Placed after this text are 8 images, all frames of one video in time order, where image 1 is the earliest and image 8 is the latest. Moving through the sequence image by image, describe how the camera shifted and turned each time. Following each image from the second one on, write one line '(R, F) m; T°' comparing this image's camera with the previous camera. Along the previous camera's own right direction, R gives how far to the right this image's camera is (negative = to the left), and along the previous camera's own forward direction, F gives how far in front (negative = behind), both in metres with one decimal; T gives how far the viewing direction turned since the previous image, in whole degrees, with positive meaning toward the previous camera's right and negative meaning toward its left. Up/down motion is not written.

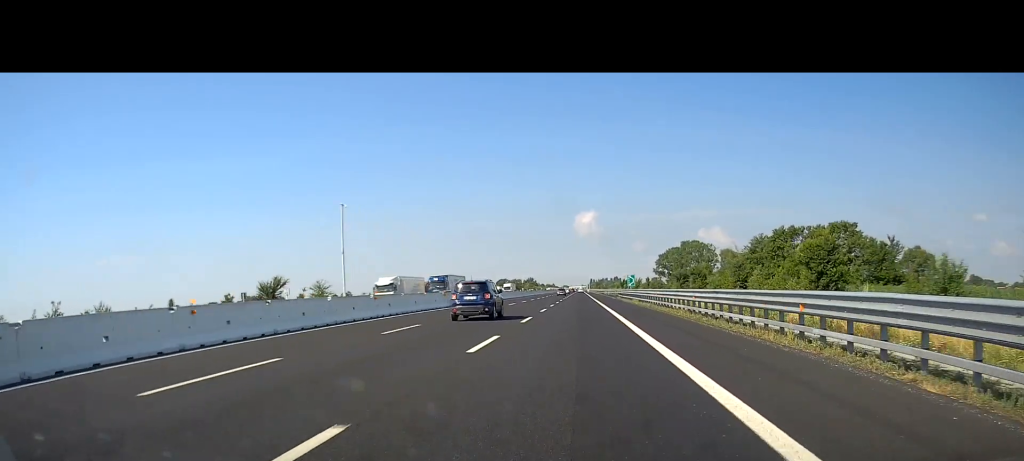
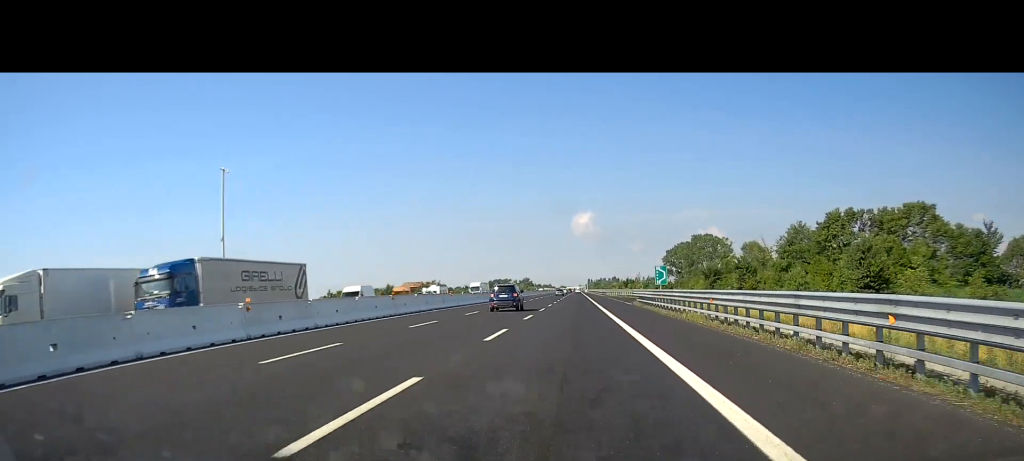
(0.0, +31.6) m; 0°
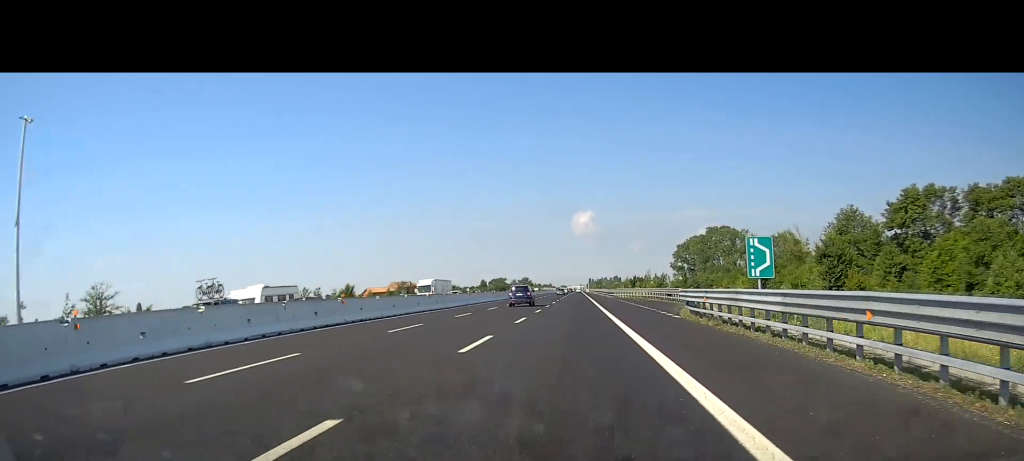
(-0.2, +26.4) m; 0°
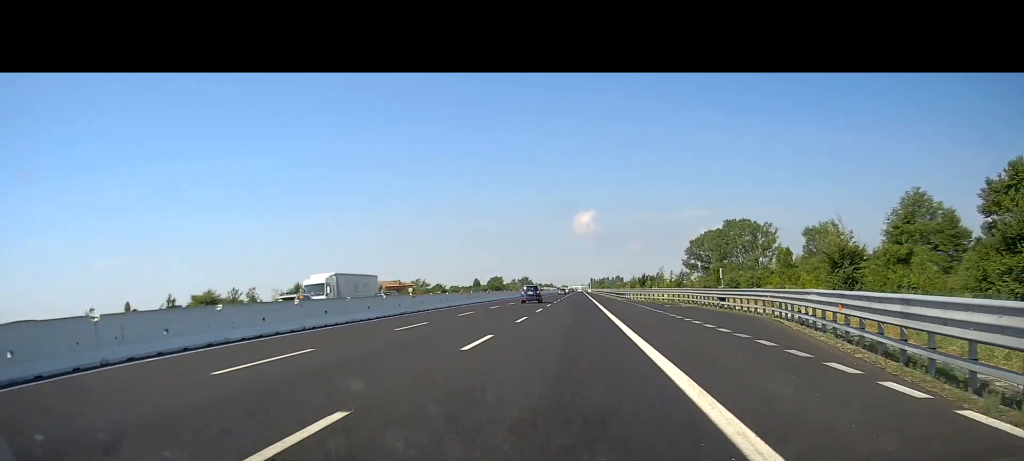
(-0.1, +22.8) m; 0°
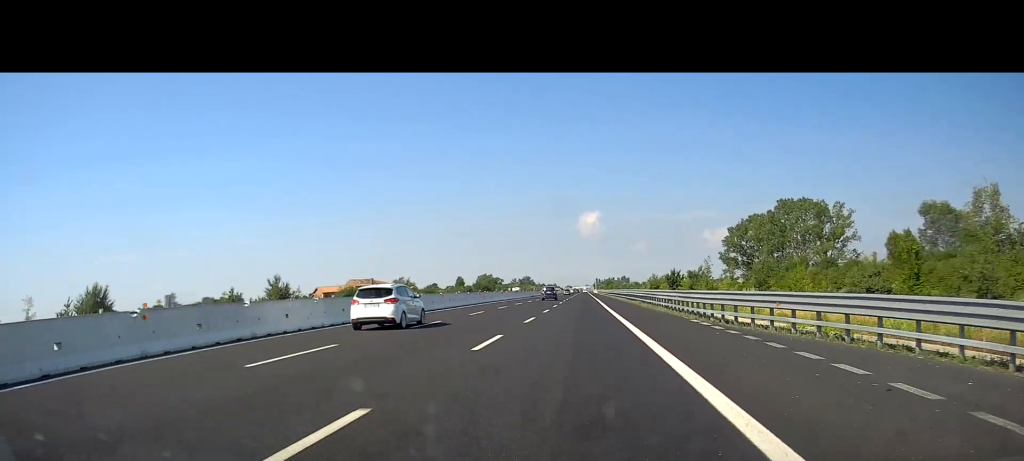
(+0.4, +46.5) m; 0°
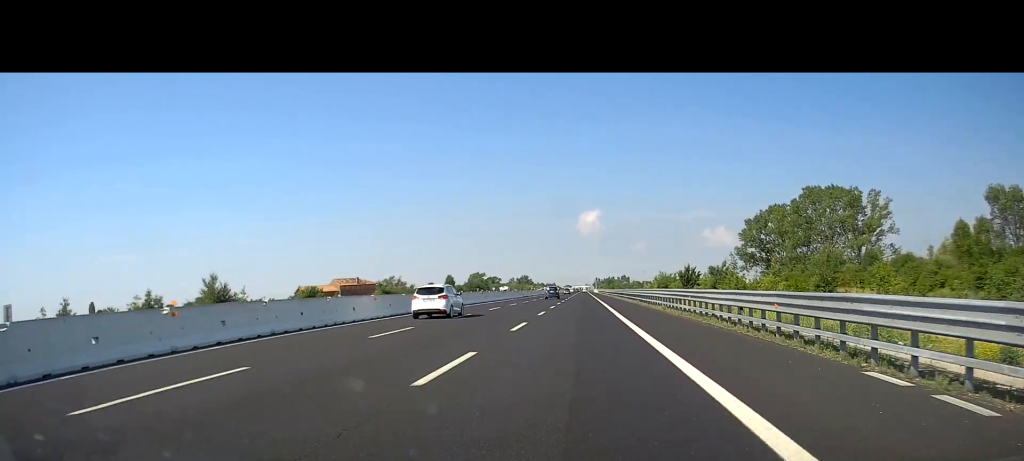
(0.0, +16.6) m; -1°
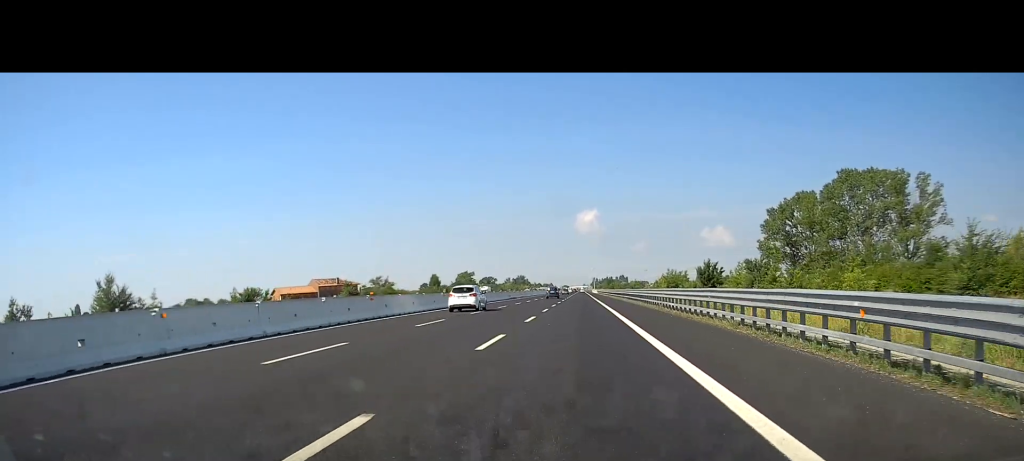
(-0.1, +18.4) m; 0°
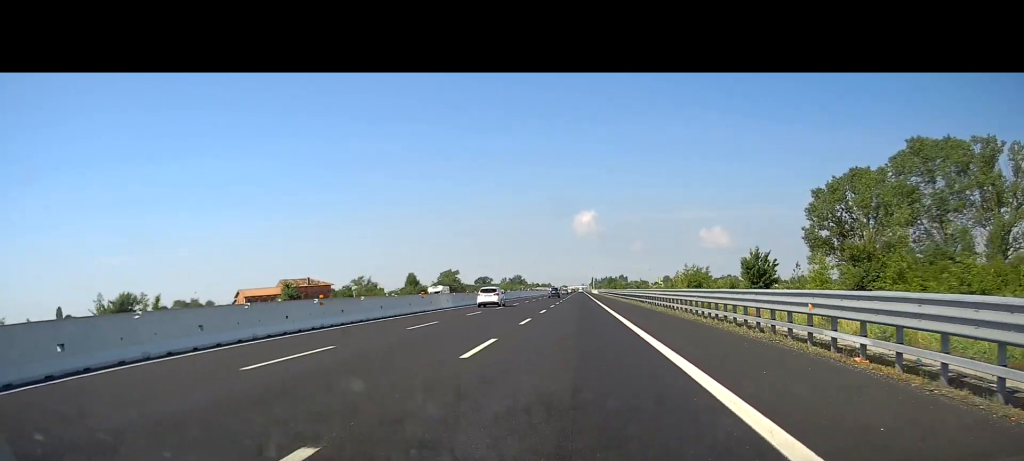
(-0.1, +24.5) m; 0°
